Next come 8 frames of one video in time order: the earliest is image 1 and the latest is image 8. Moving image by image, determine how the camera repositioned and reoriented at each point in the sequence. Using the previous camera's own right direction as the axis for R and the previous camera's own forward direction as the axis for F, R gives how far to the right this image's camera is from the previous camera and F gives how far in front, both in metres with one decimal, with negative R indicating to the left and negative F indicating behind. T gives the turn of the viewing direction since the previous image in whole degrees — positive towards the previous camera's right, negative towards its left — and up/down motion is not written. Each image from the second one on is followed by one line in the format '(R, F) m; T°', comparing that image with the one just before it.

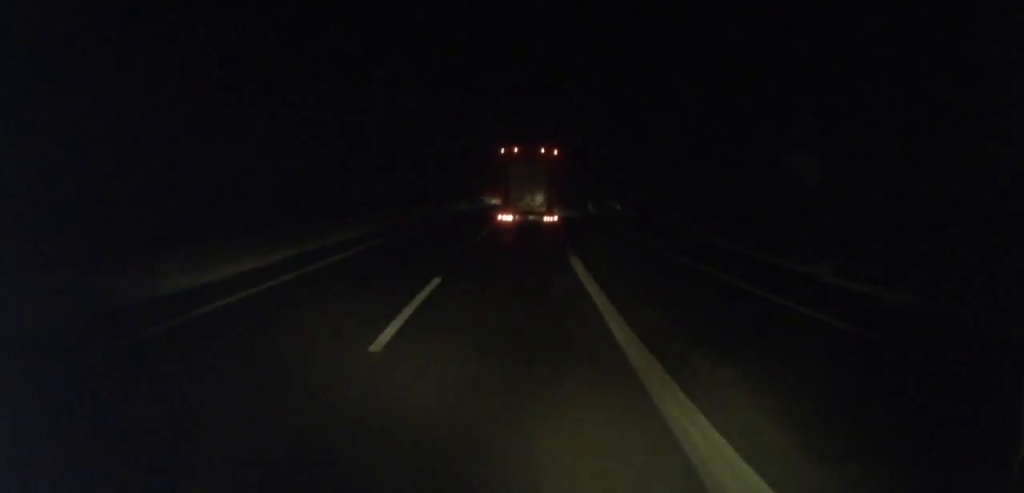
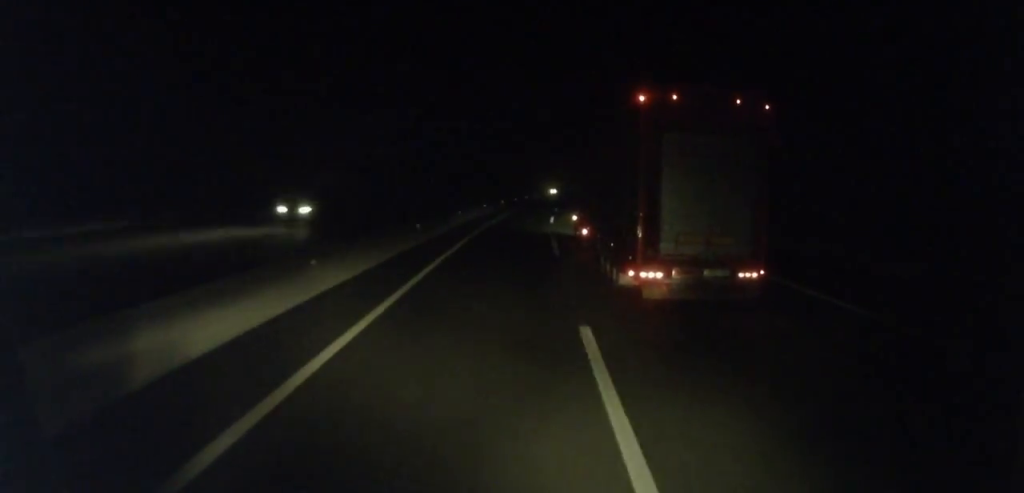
(+43.1, +224.3) m; +21°
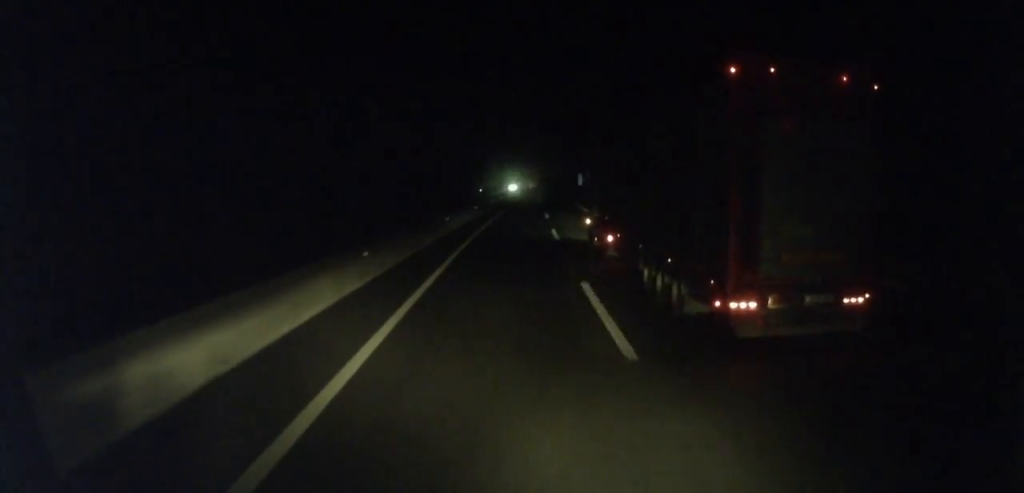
(+4.3, +82.4) m; +4°
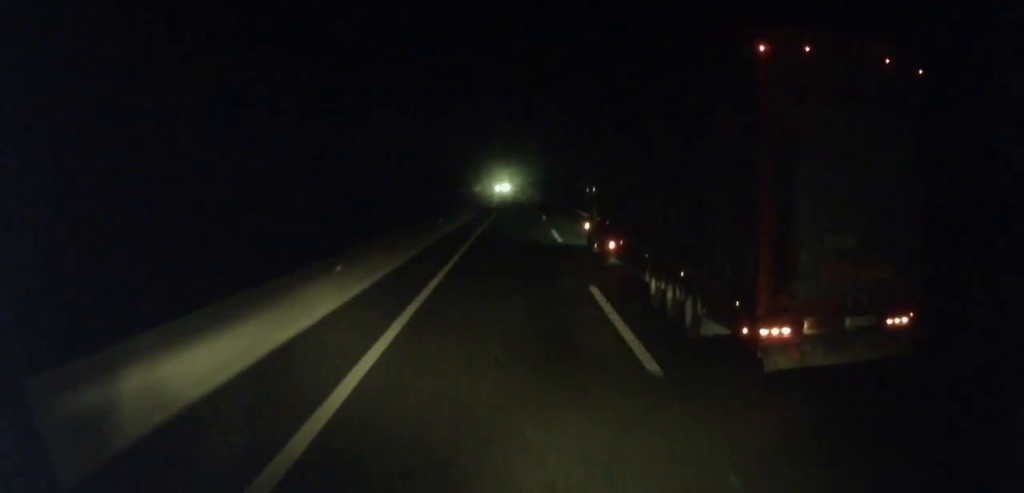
(-0.7, +34.7) m; +2°
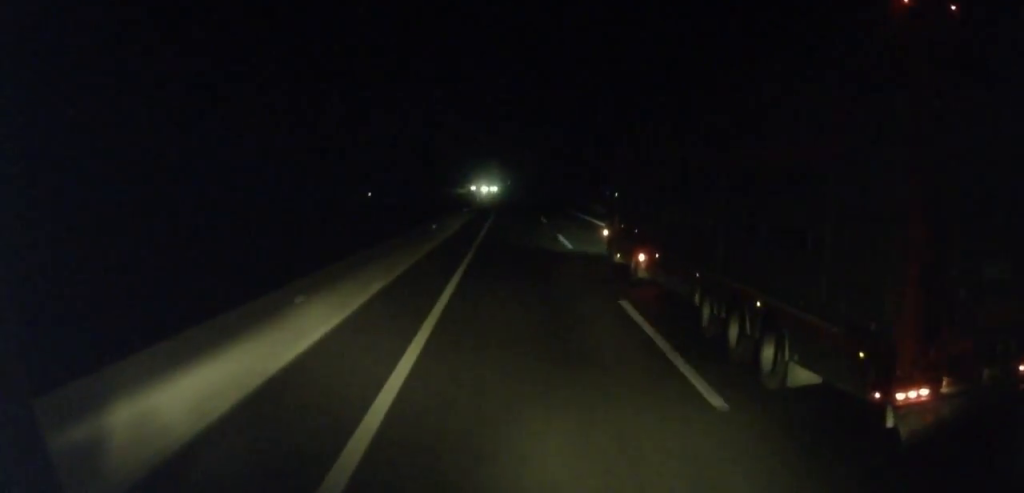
(+0.5, +35.1) m; +2°
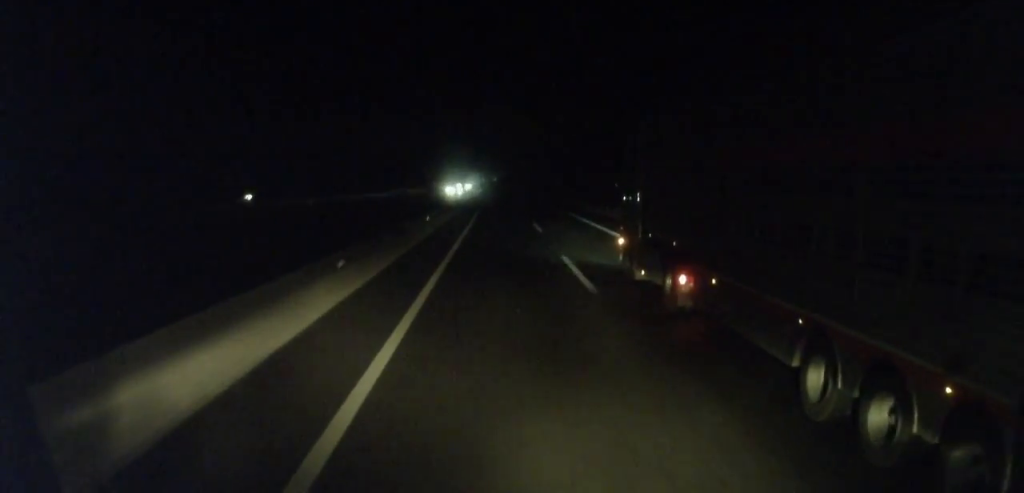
(+3.3, +43.0) m; +2°
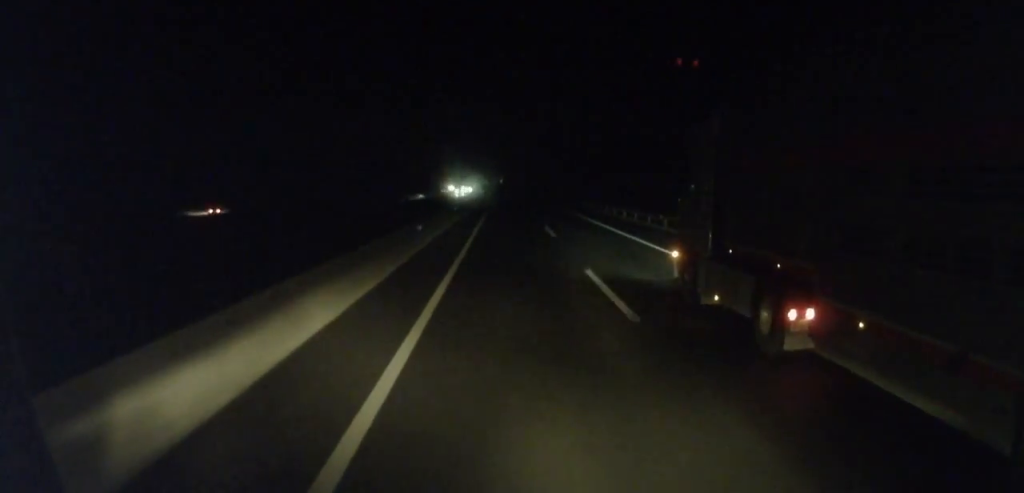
(-0.6, +53.8) m; -1°
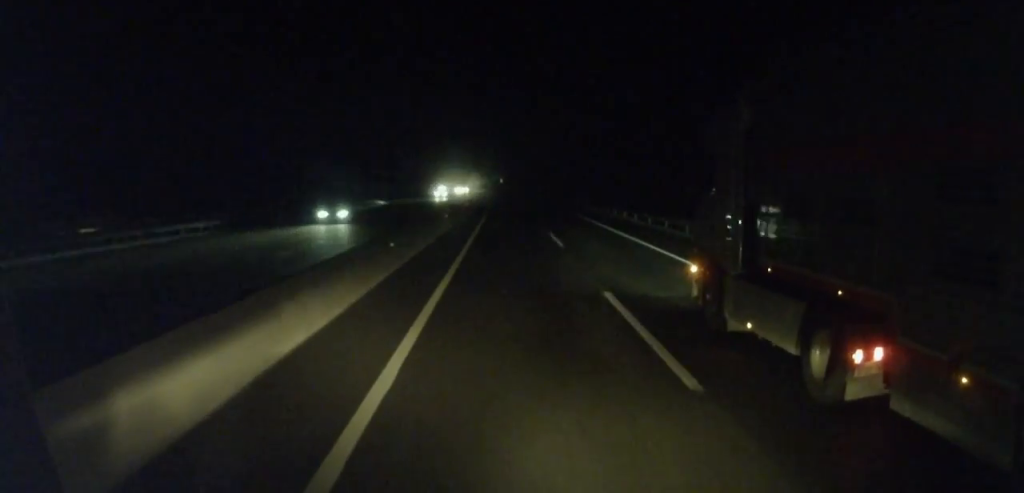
(-0.8, +37.1) m; -1°
